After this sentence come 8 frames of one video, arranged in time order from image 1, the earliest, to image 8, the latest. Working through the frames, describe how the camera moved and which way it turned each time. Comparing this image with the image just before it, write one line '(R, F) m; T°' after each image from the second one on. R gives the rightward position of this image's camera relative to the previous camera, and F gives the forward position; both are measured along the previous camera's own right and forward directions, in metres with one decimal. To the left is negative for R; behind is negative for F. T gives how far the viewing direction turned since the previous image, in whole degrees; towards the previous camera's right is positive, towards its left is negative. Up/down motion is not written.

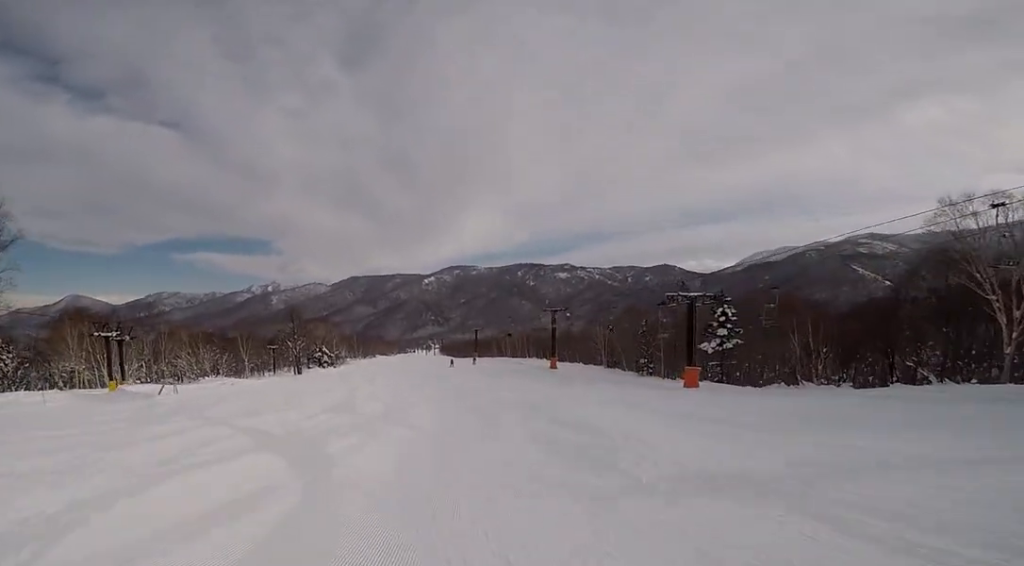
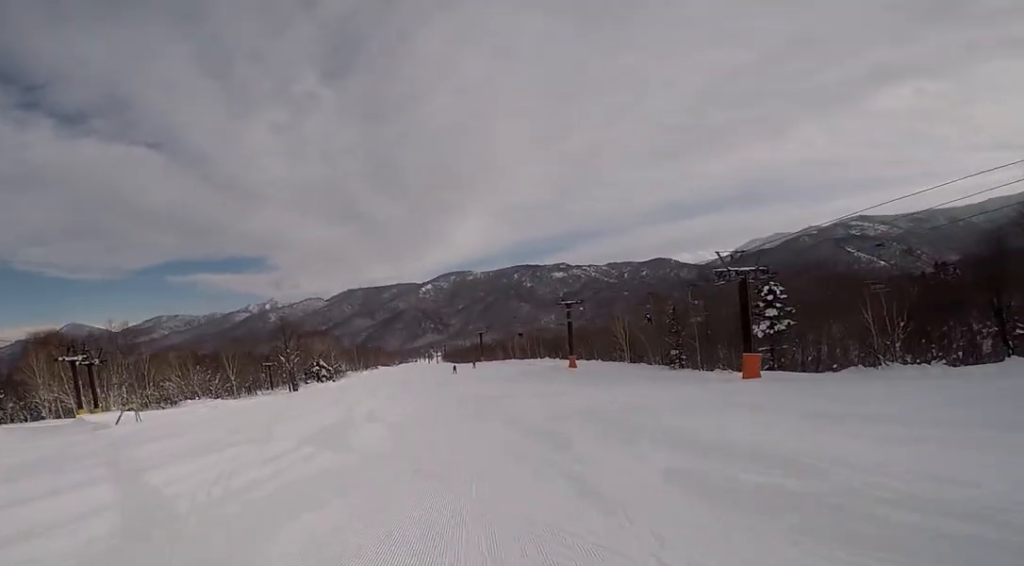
(-0.2, +6.2) m; +4°
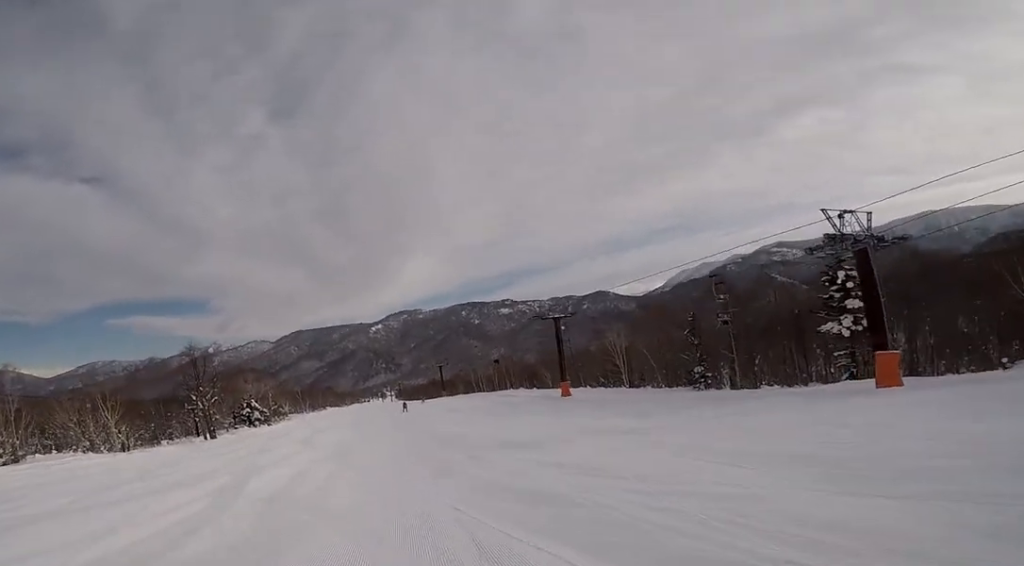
(+1.2, +14.1) m; +3°
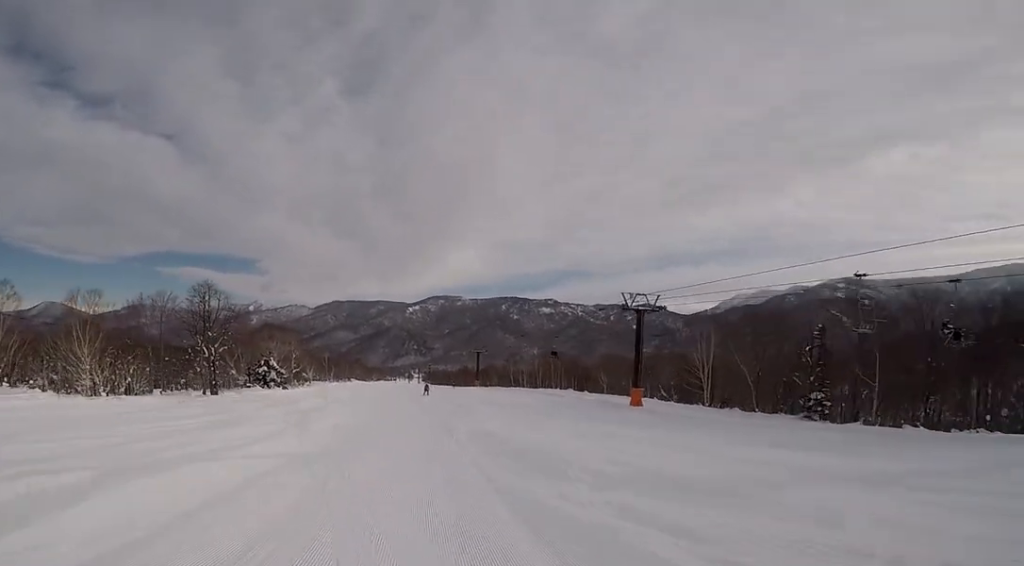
(-0.3, +8.4) m; -2°
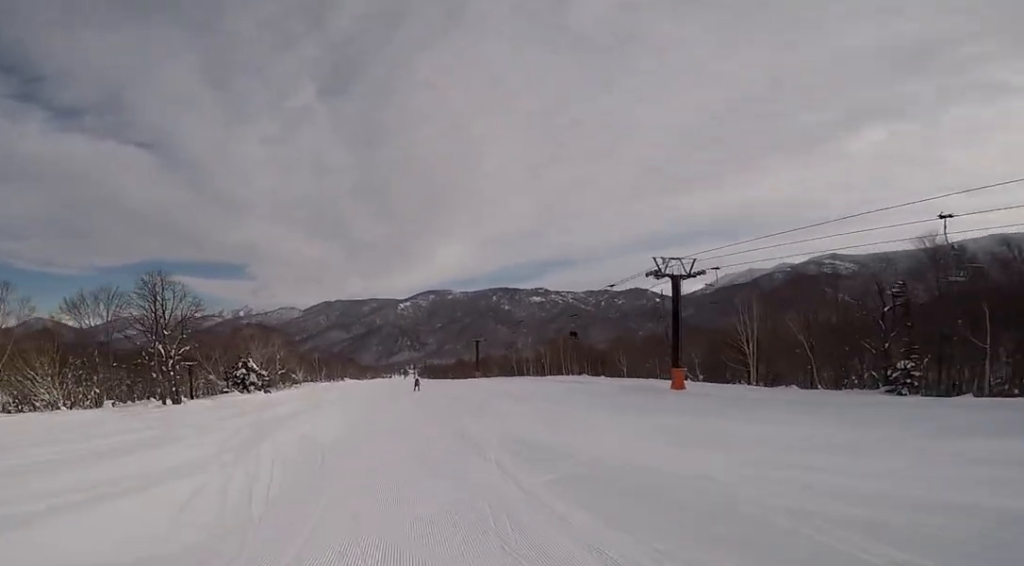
(0.0, +6.9) m; +3°
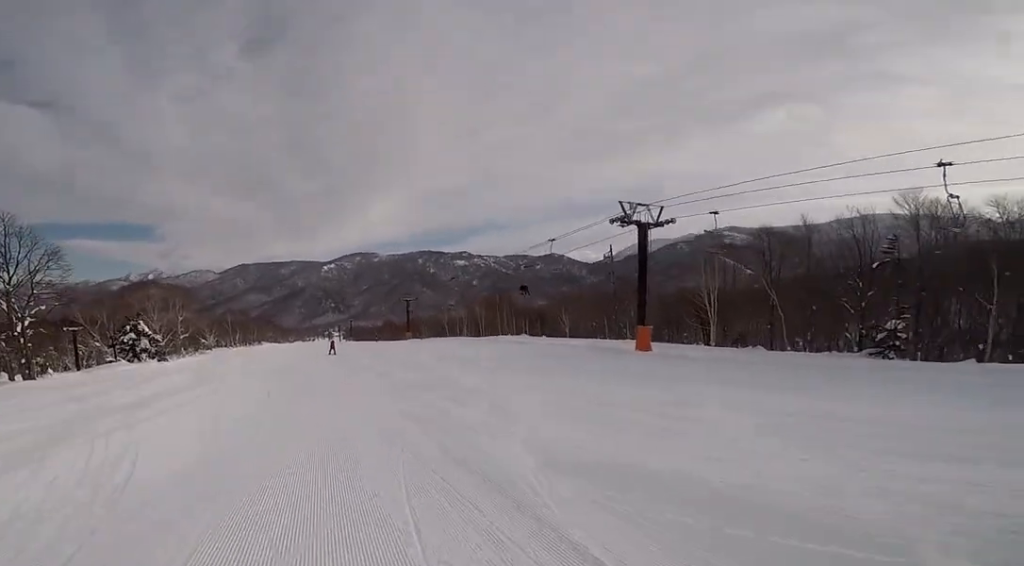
(-0.2, +6.5) m; +3°
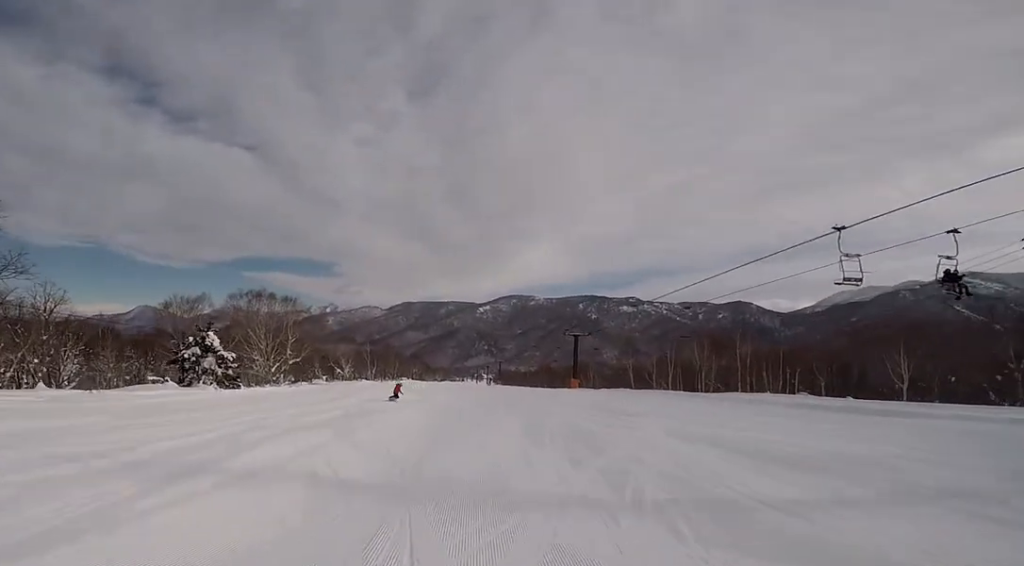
(+0.1, +19.8) m; -9°
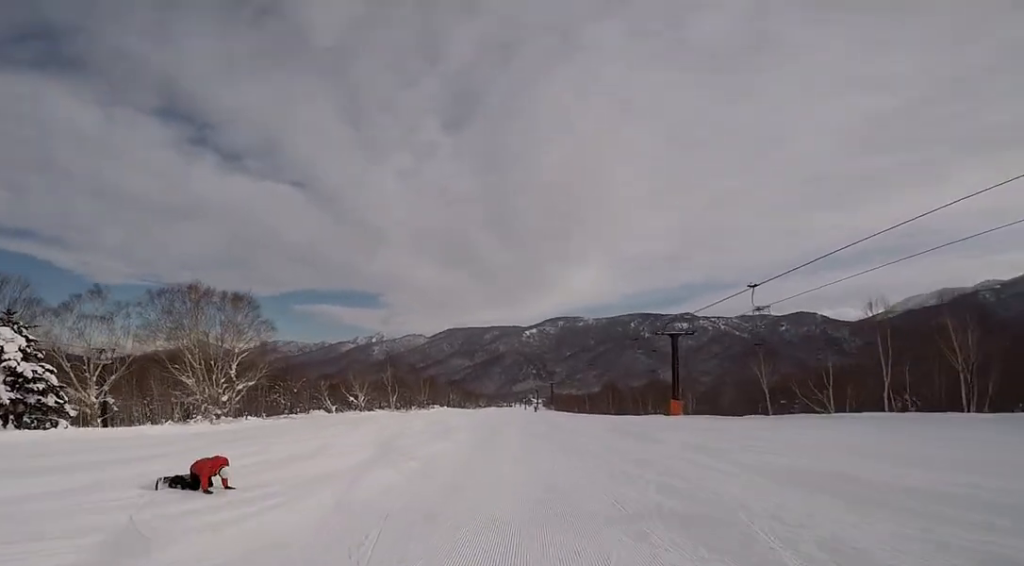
(-1.9, +21.2) m; -11°
